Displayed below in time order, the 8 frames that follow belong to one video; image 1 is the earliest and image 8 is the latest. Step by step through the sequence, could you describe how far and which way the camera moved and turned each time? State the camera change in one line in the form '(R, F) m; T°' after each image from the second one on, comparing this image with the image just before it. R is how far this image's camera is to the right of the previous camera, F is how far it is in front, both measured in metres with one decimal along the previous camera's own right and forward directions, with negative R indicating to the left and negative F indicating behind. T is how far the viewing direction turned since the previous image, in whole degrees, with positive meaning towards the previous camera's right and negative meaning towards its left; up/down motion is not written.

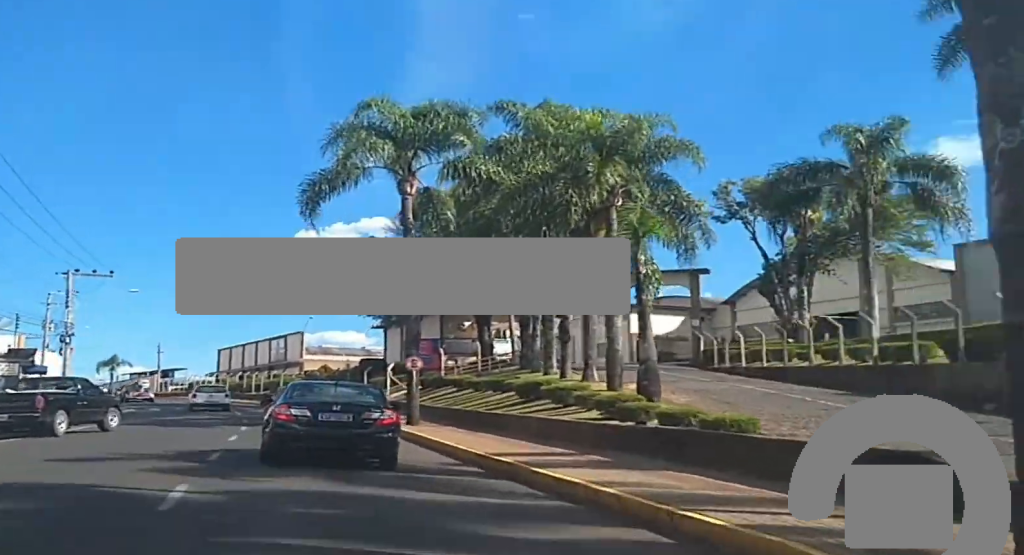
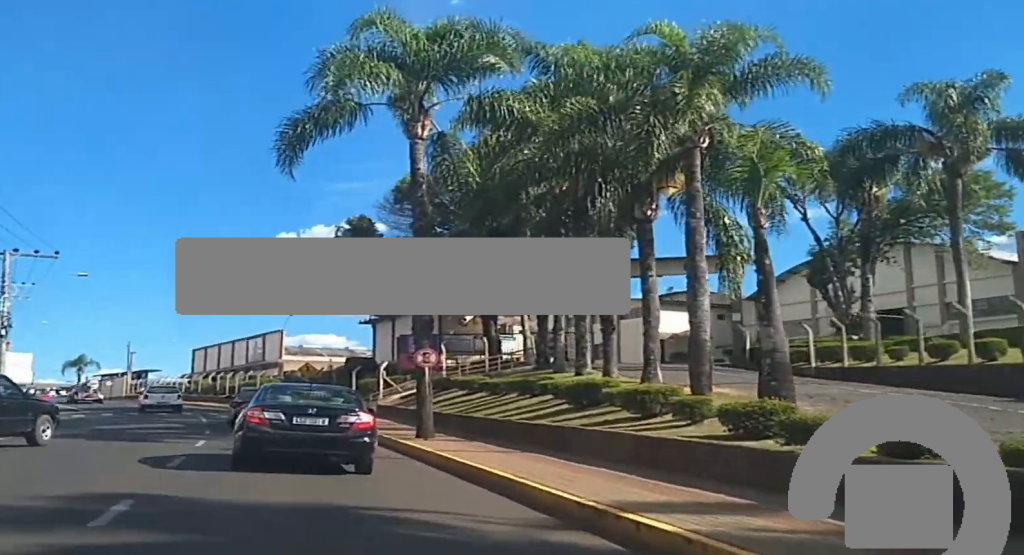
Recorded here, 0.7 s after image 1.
(-0.5, +7.8) m; 0°
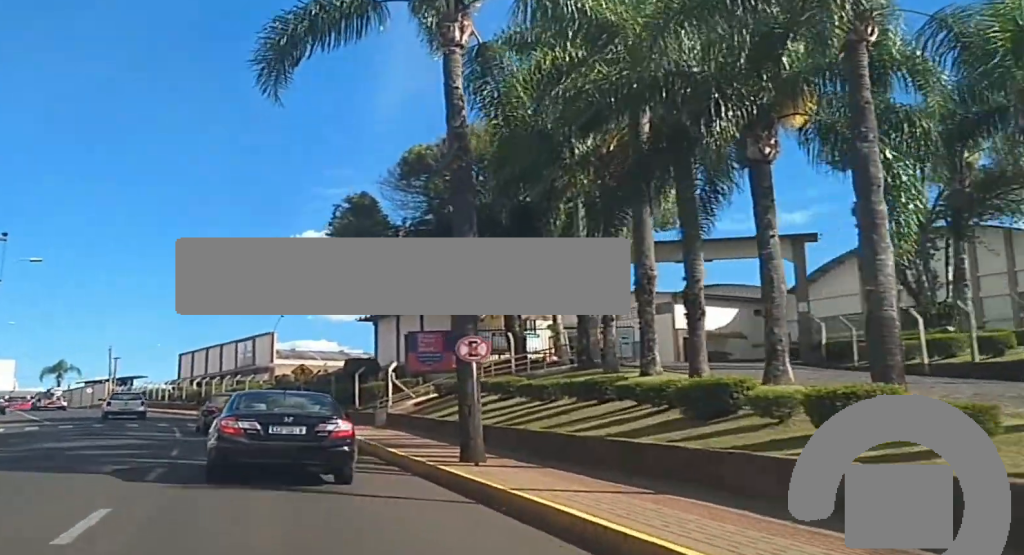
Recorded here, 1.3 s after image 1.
(+0.4, +6.8) m; 0°
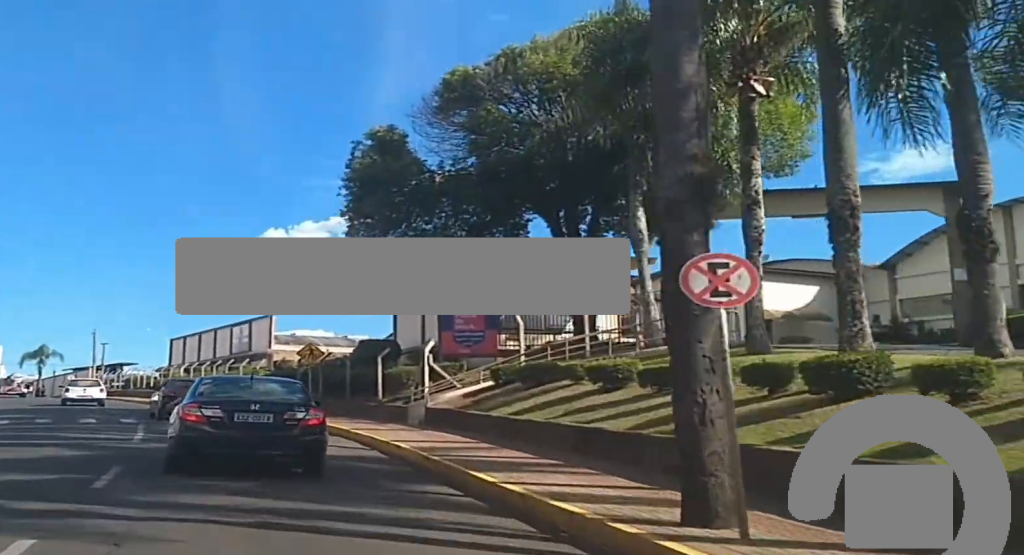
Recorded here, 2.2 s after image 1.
(0.0, +10.0) m; -2°
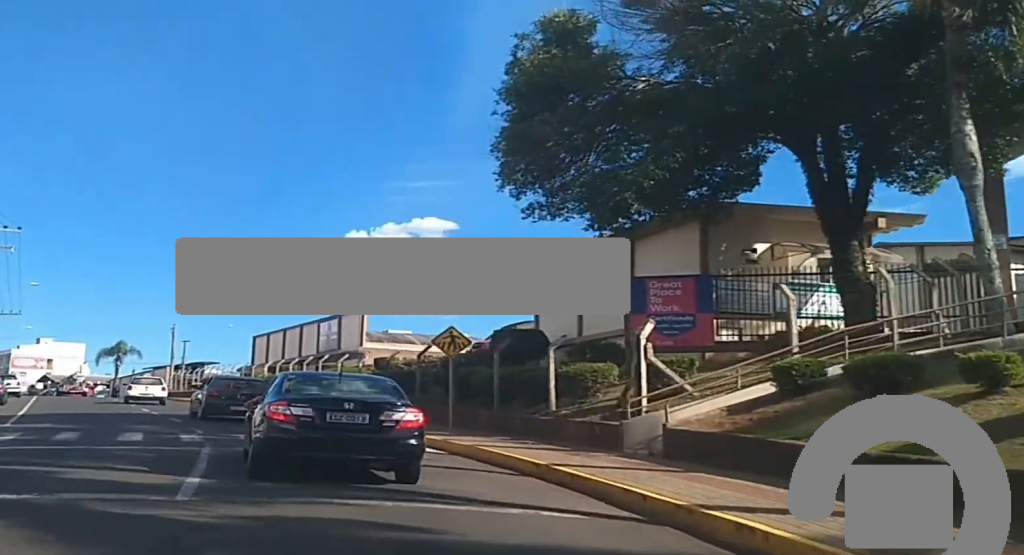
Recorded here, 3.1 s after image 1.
(-0.4, +10.4) m; -3°
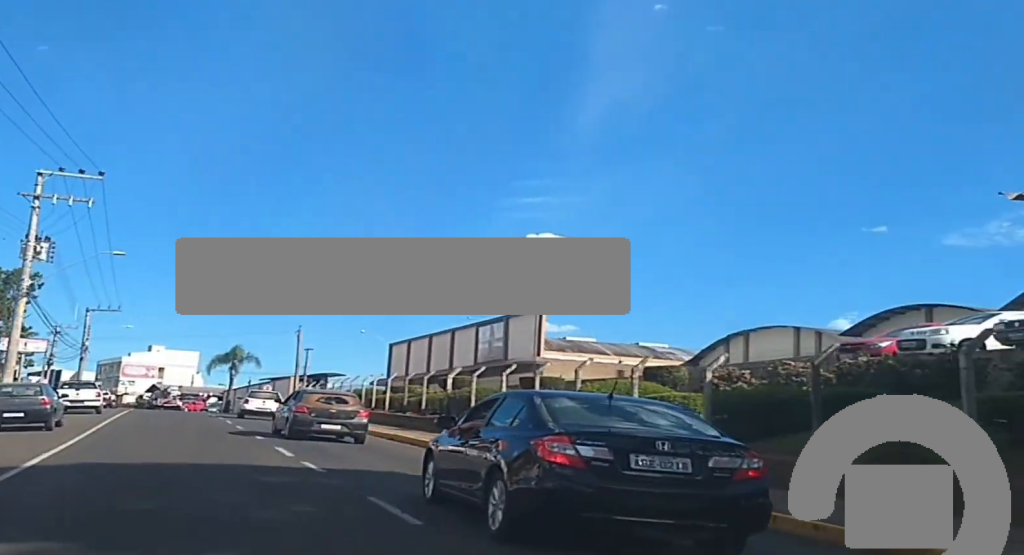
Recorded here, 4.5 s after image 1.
(-0.7, +18.3) m; -7°
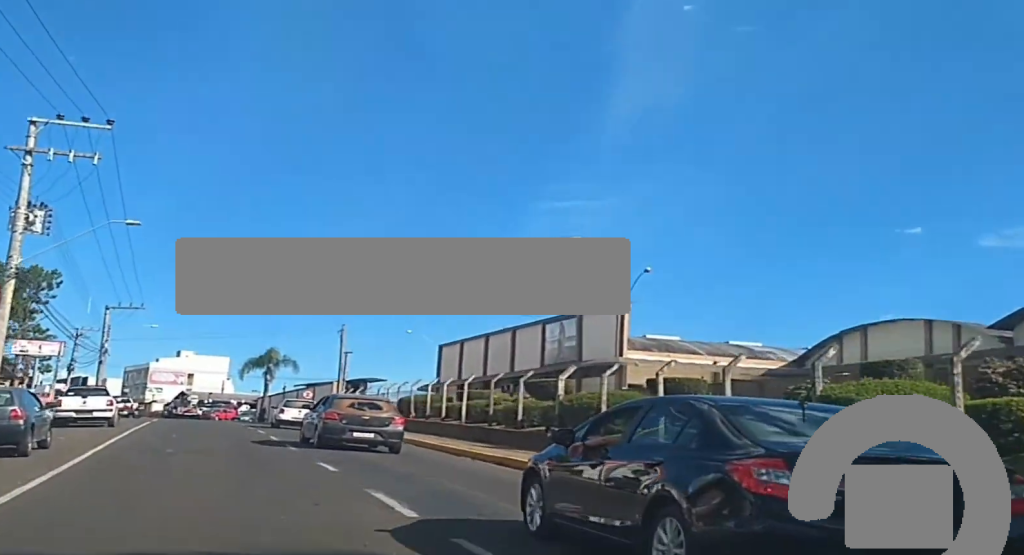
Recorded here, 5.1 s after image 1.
(-0.3, +7.8) m; -3°
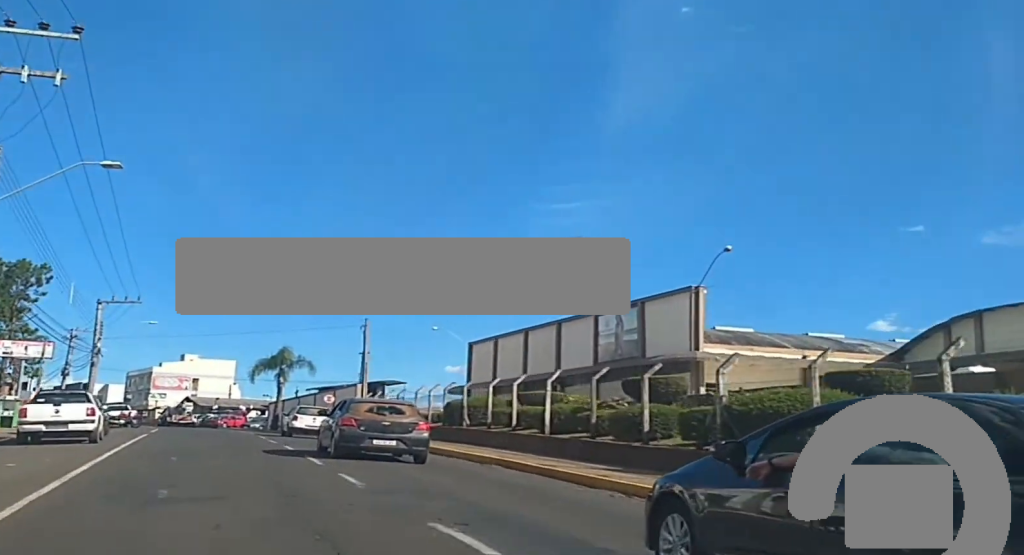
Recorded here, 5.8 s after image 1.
(-0.2, +8.4) m; -2°
